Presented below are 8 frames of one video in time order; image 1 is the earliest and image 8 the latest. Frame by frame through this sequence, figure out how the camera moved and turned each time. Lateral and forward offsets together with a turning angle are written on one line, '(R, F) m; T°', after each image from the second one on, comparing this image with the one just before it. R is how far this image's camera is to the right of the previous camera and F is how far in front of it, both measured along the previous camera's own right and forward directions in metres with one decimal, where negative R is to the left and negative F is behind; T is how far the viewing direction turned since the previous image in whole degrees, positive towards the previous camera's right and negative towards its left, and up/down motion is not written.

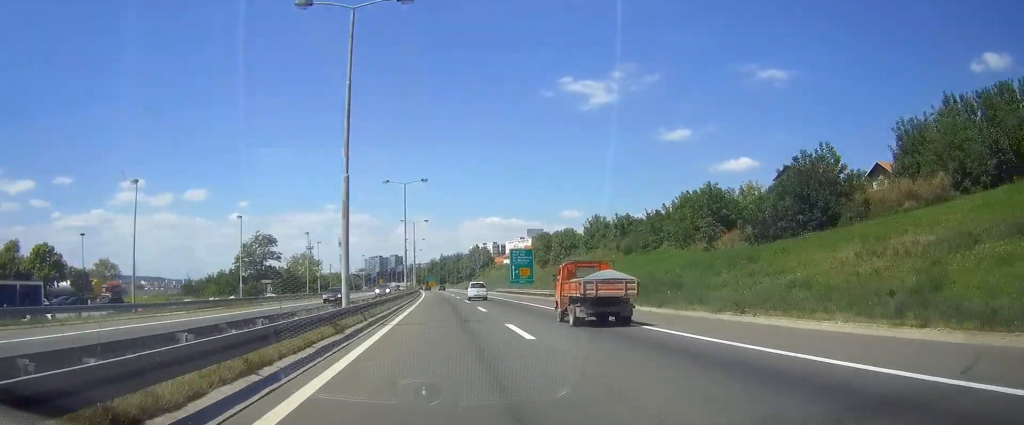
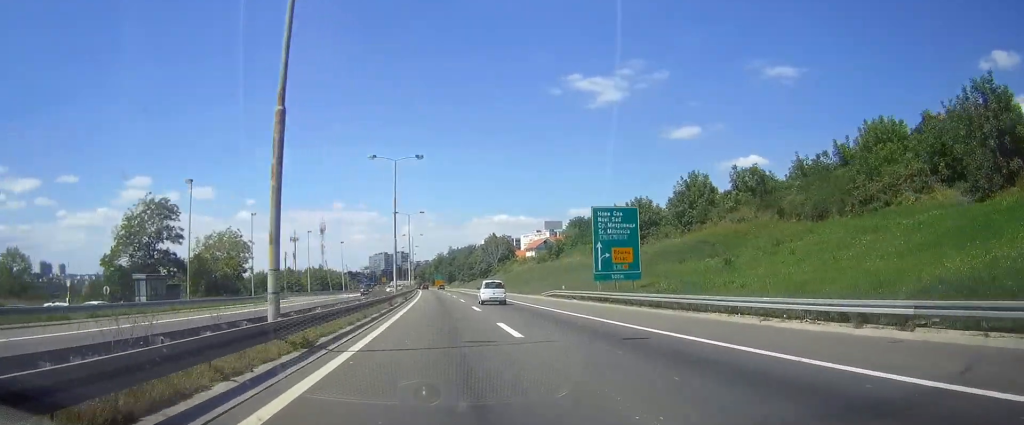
(-0.4, +52.5) m; -1°
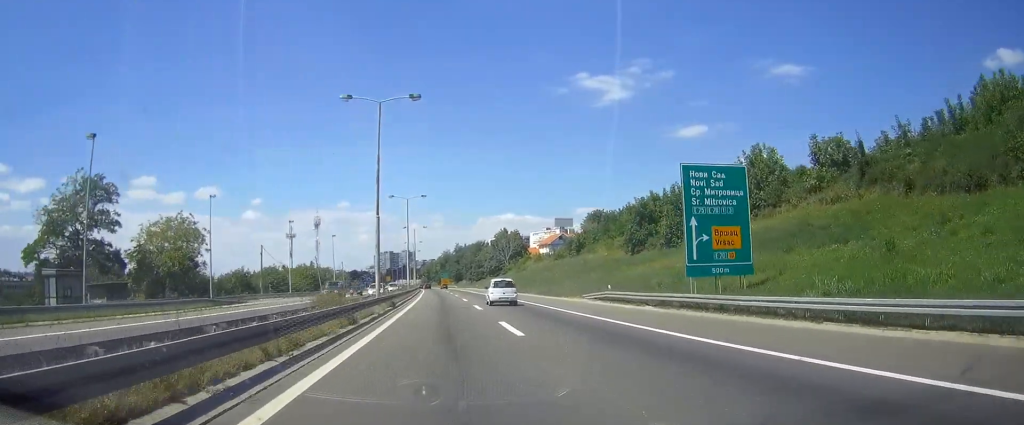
(-0.1, +17.8) m; 0°
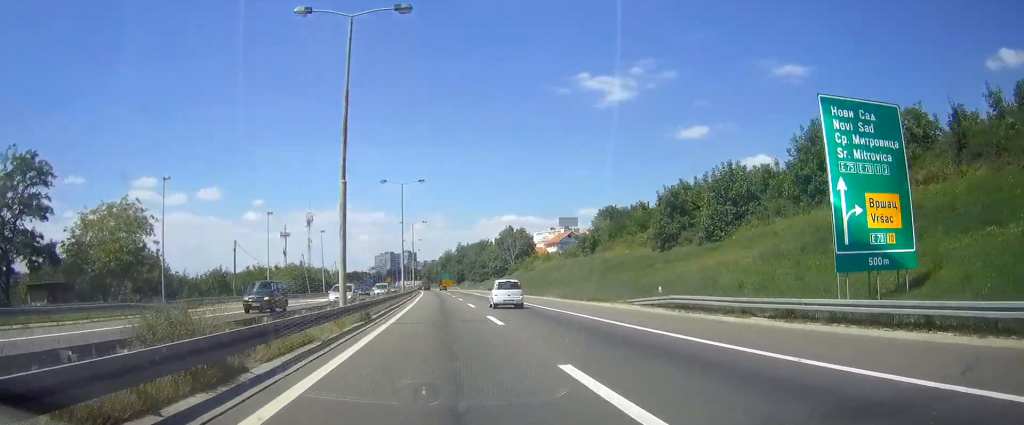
(0.0, +12.6) m; 0°
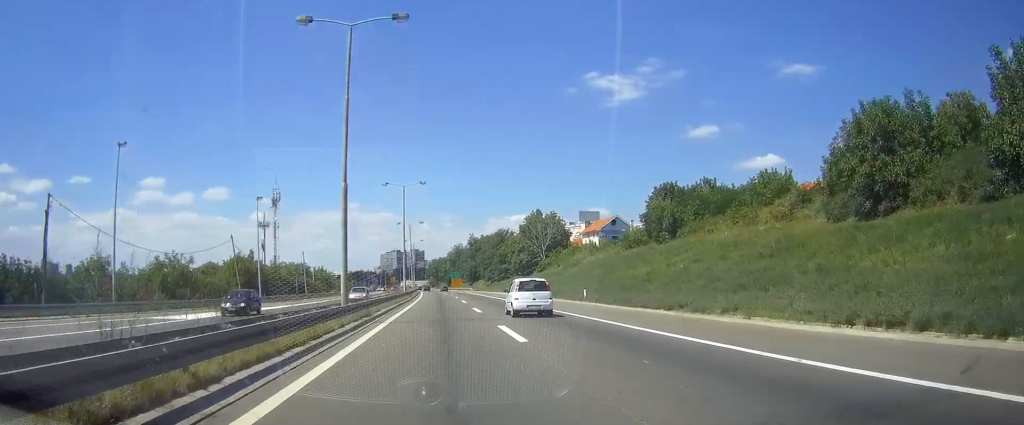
(-0.2, +42.3) m; -1°
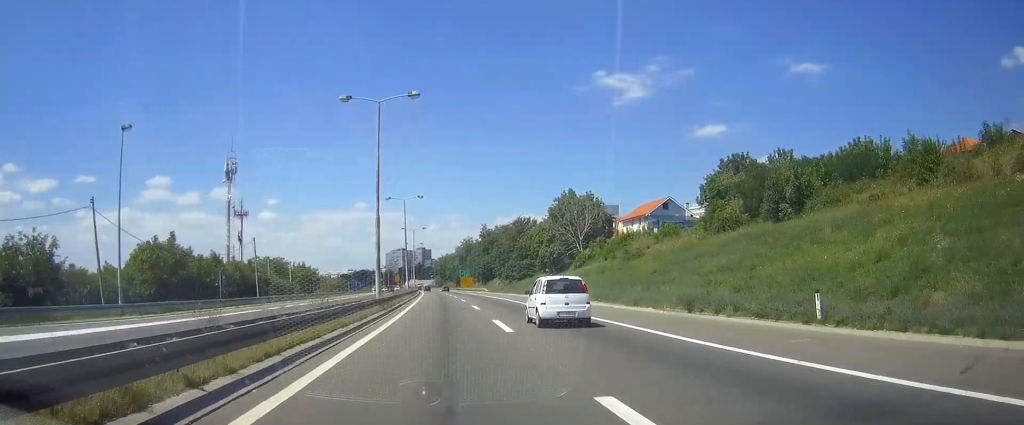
(-0.2, +32.0) m; -1°
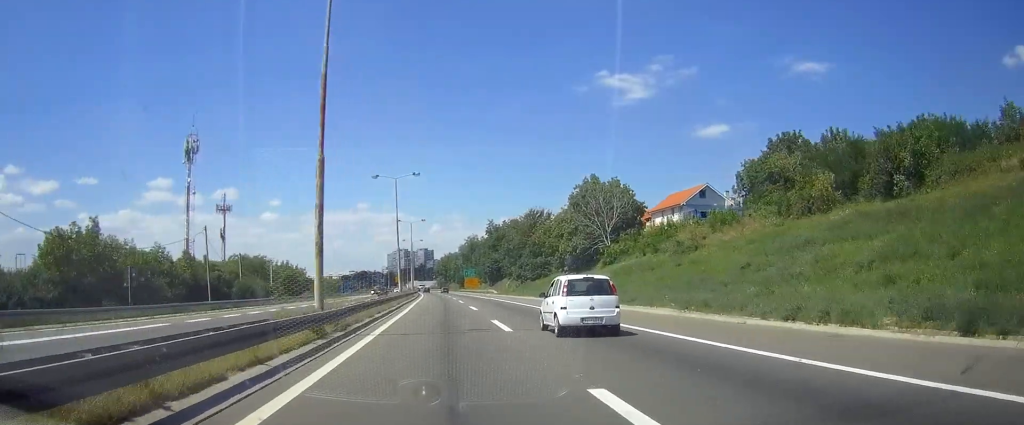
(-0.1, +17.2) m; 0°
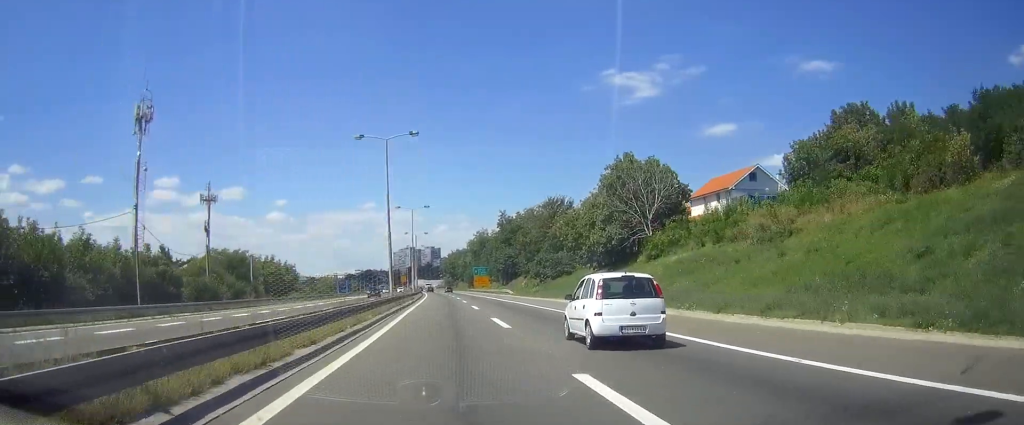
(-0.1, +16.2) m; 0°
